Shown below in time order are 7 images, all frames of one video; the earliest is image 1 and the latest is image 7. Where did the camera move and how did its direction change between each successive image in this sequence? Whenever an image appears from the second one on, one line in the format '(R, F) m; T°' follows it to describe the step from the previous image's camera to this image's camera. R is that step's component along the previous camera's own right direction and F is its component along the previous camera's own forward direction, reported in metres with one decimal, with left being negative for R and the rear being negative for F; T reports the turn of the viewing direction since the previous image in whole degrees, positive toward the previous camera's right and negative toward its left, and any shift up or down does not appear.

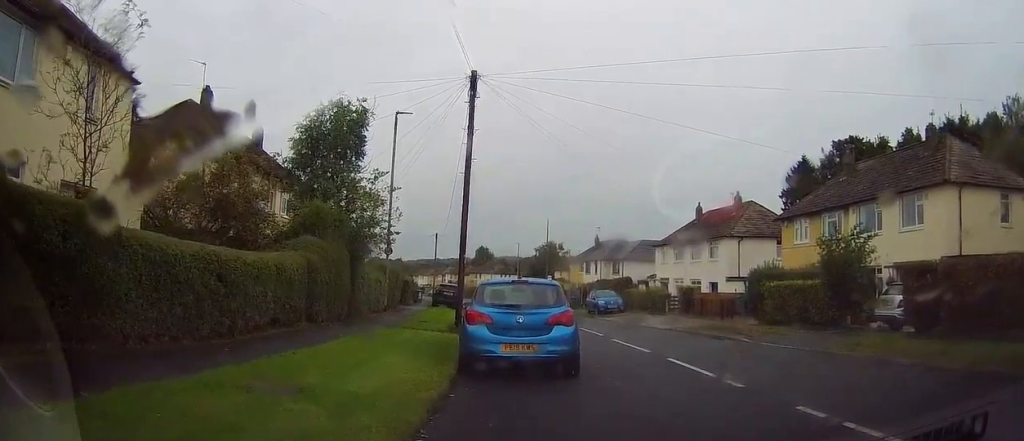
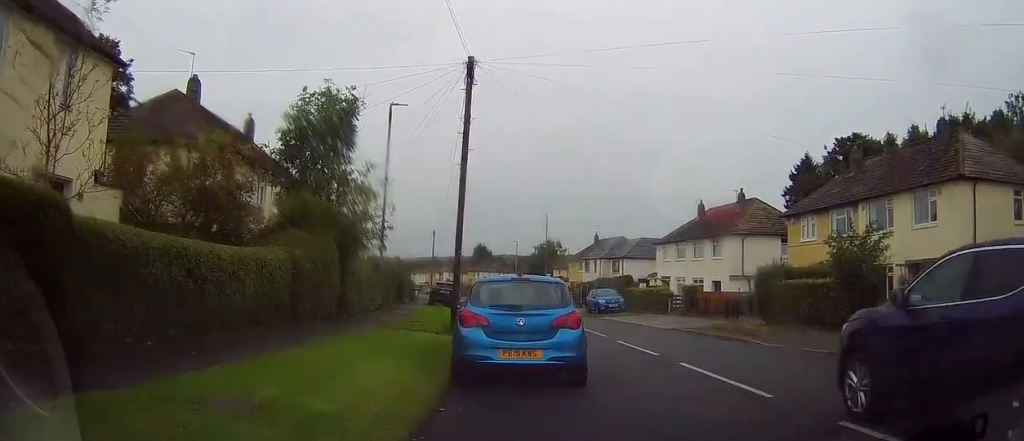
(+0.1, +1.2) m; +3°
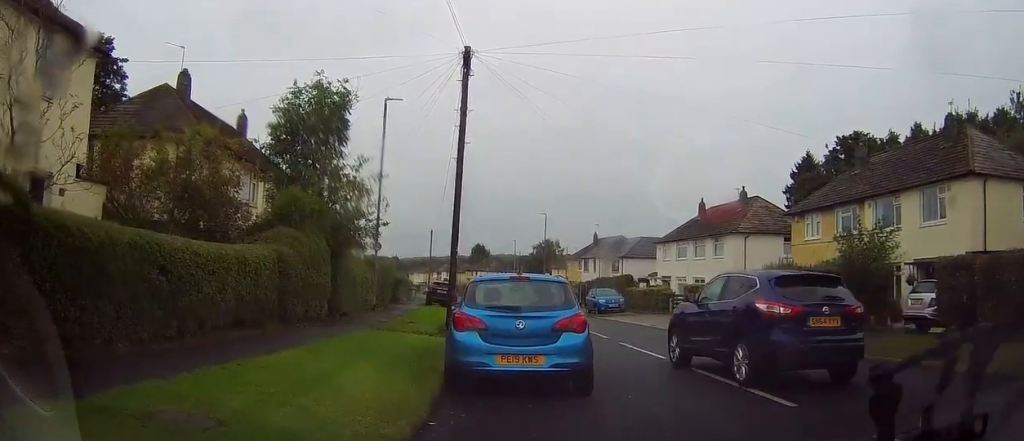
(+0.1, +1.0) m; +3°
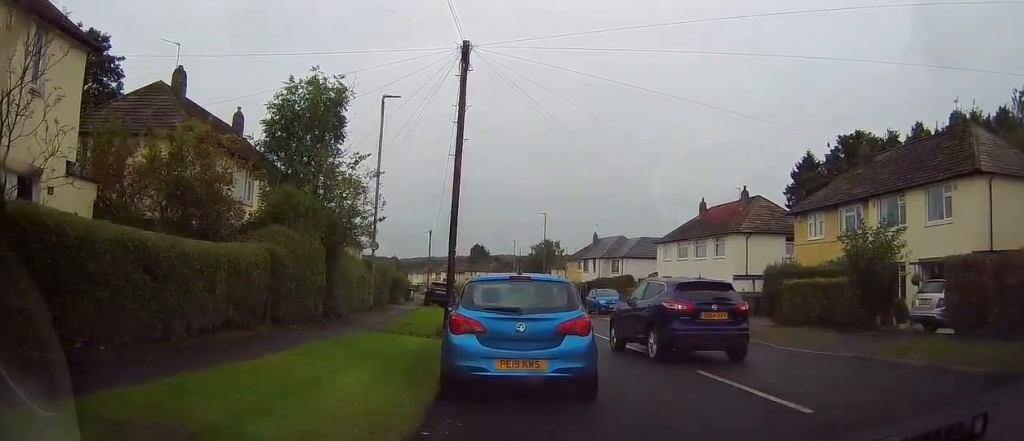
(0.0, +0.5) m; 0°
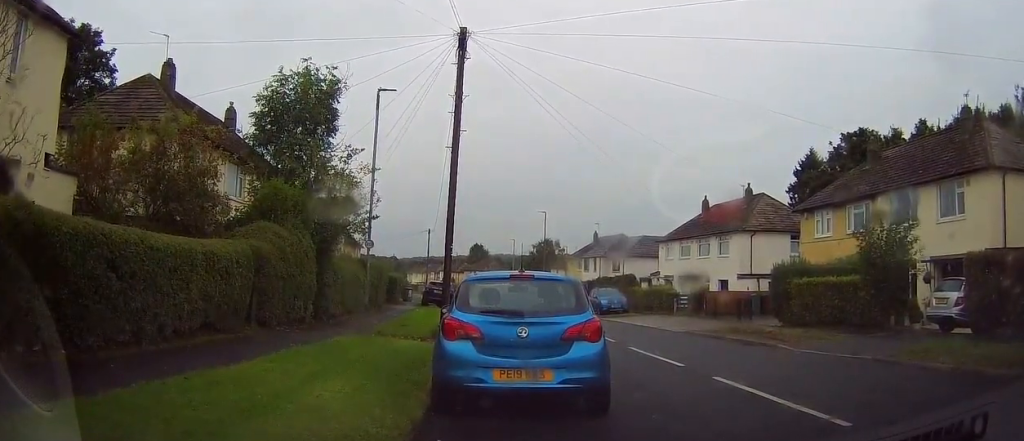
(0.0, +1.3) m; 0°
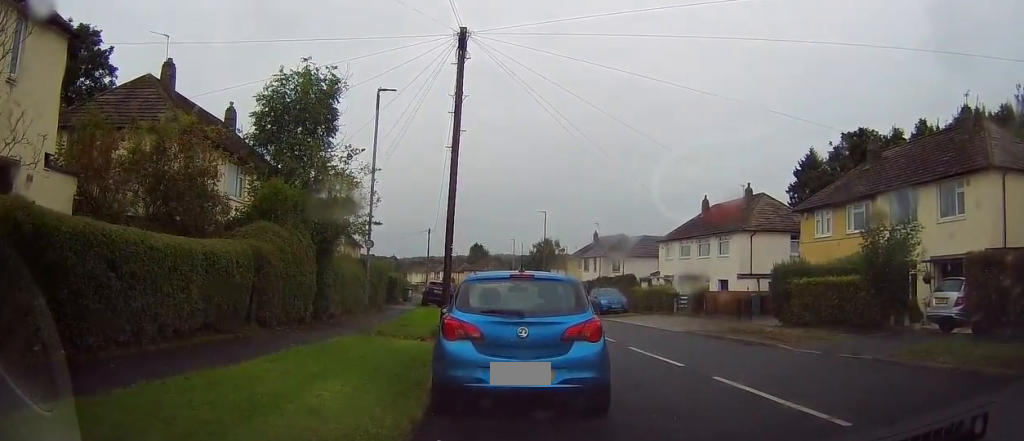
(0.0, 0.0) m; 0°
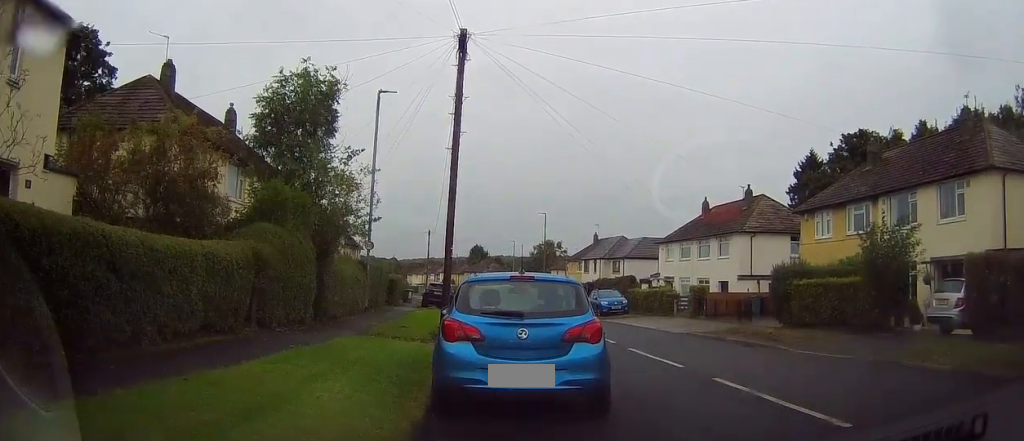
(0.0, 0.0) m; 0°
